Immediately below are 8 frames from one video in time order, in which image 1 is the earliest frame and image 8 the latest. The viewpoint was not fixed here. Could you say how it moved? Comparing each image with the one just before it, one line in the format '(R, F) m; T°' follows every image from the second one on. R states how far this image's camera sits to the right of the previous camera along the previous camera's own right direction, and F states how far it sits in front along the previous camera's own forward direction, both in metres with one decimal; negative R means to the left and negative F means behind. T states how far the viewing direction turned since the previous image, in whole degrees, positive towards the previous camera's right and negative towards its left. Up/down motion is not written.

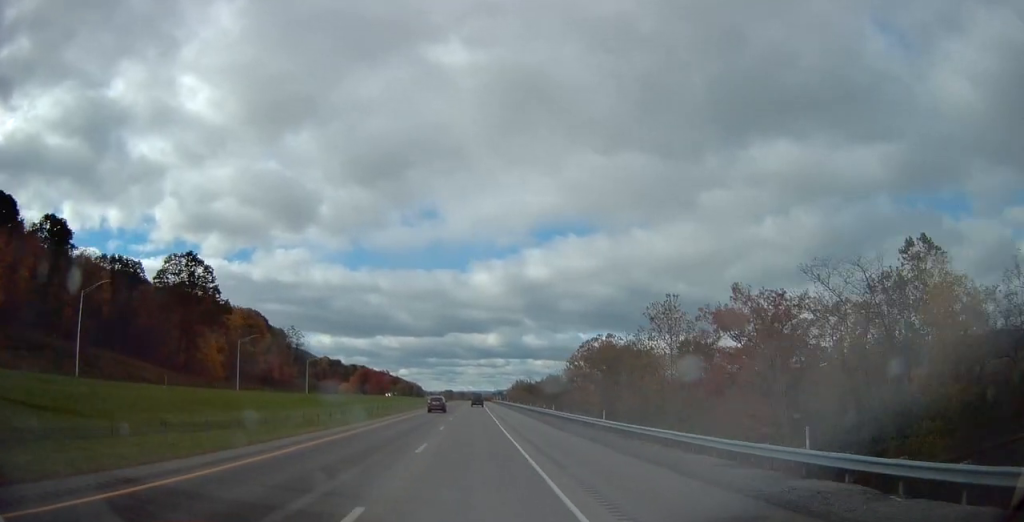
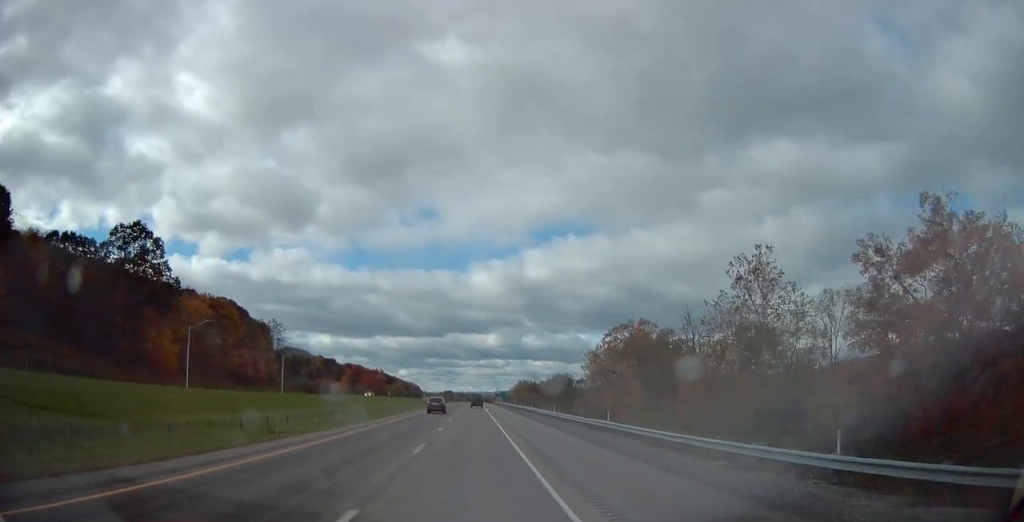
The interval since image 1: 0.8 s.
(-0.1, +24.2) m; 0°
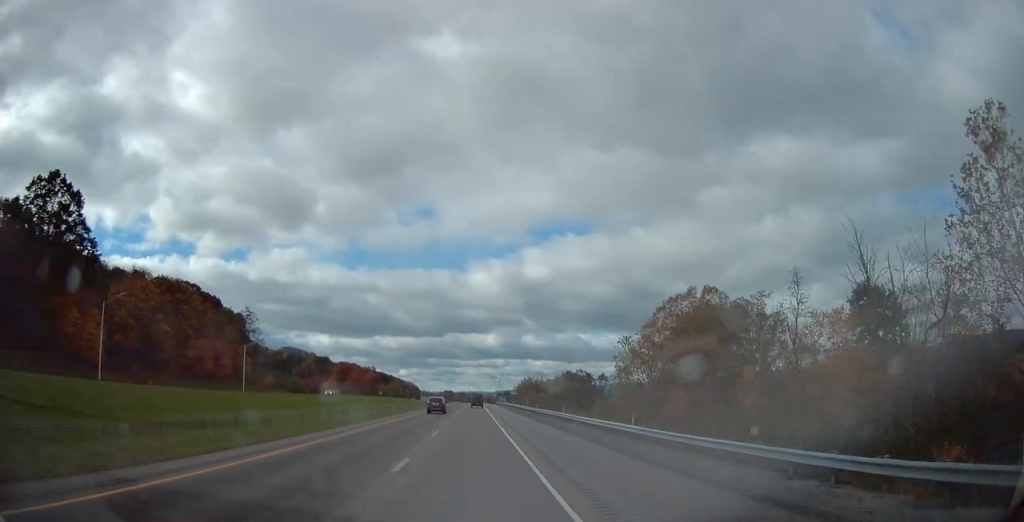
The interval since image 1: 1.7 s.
(-0.1, +28.6) m; 0°
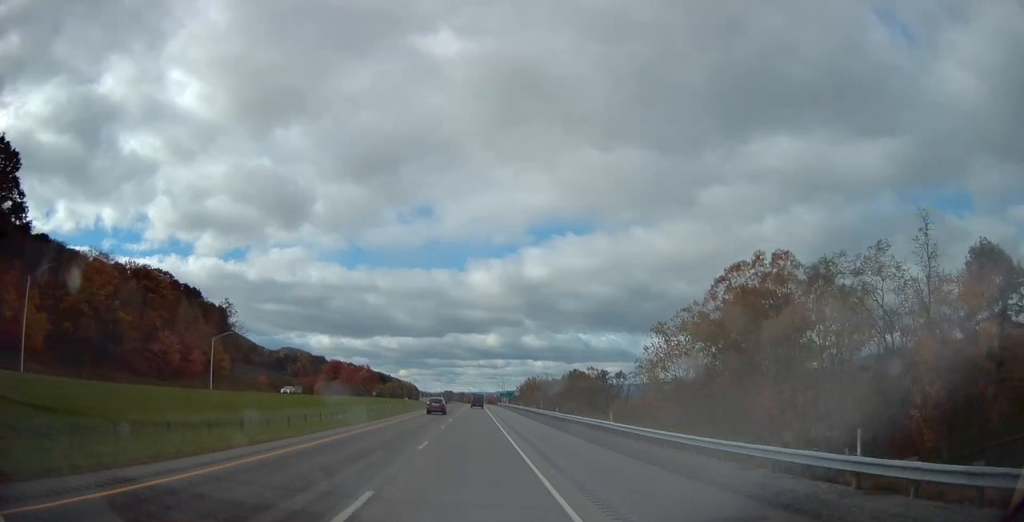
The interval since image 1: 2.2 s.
(0.0, +18.1) m; 0°
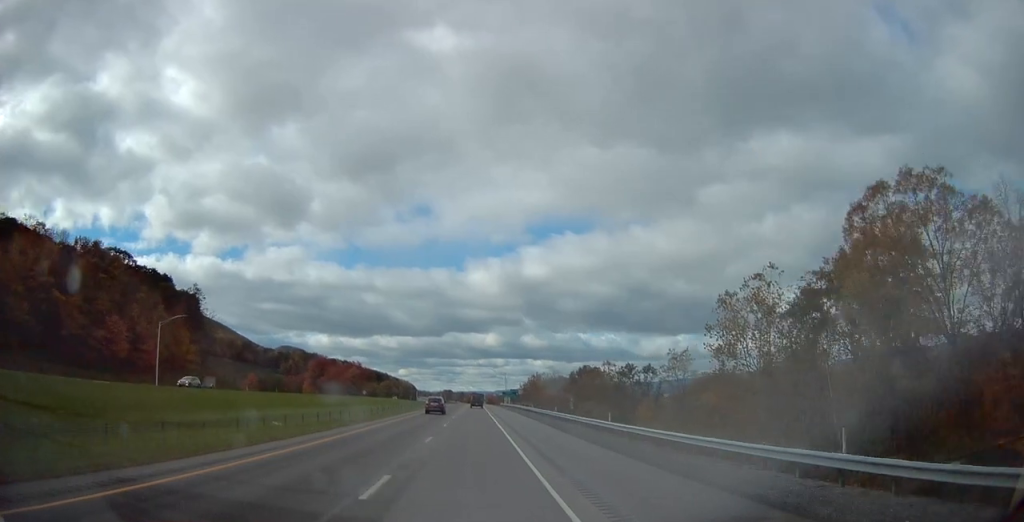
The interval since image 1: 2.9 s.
(0.0, +22.3) m; 0°
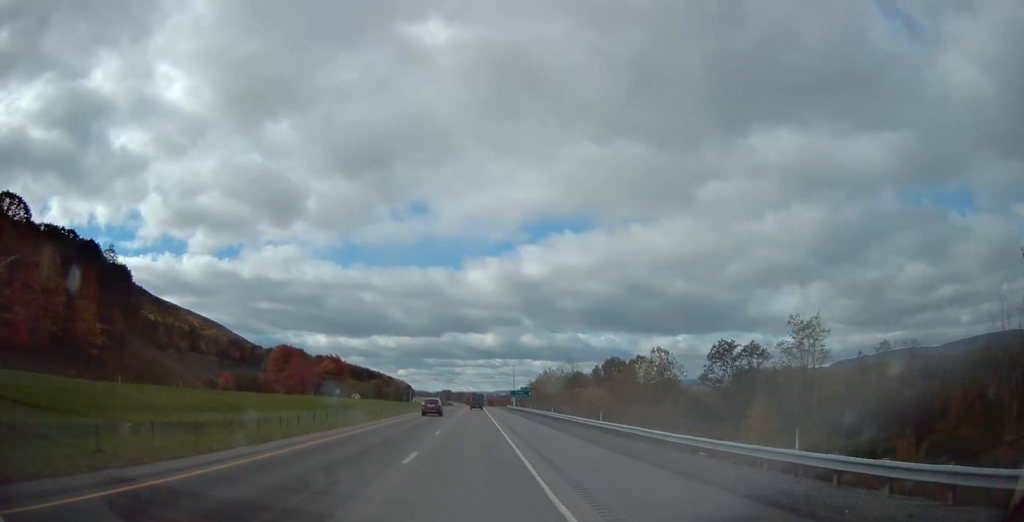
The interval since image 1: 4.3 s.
(+0.3, +43.4) m; 0°
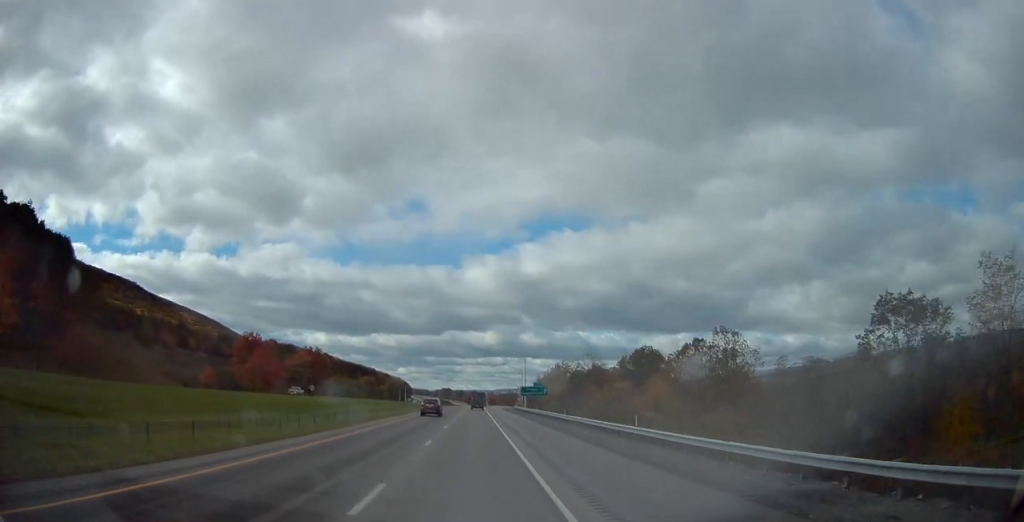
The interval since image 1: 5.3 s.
(-0.4, +30.8) m; 0°
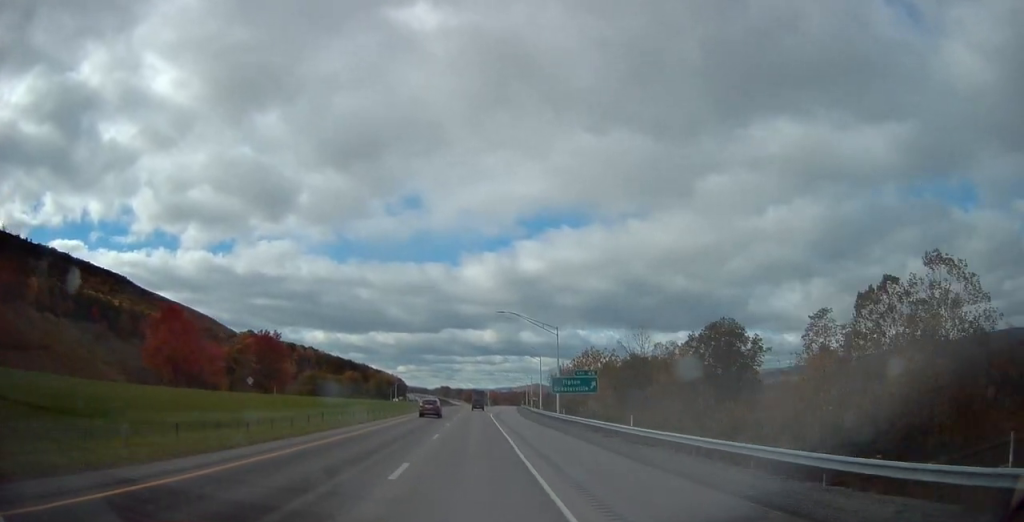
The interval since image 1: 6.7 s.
(+0.4, +44.6) m; 0°
